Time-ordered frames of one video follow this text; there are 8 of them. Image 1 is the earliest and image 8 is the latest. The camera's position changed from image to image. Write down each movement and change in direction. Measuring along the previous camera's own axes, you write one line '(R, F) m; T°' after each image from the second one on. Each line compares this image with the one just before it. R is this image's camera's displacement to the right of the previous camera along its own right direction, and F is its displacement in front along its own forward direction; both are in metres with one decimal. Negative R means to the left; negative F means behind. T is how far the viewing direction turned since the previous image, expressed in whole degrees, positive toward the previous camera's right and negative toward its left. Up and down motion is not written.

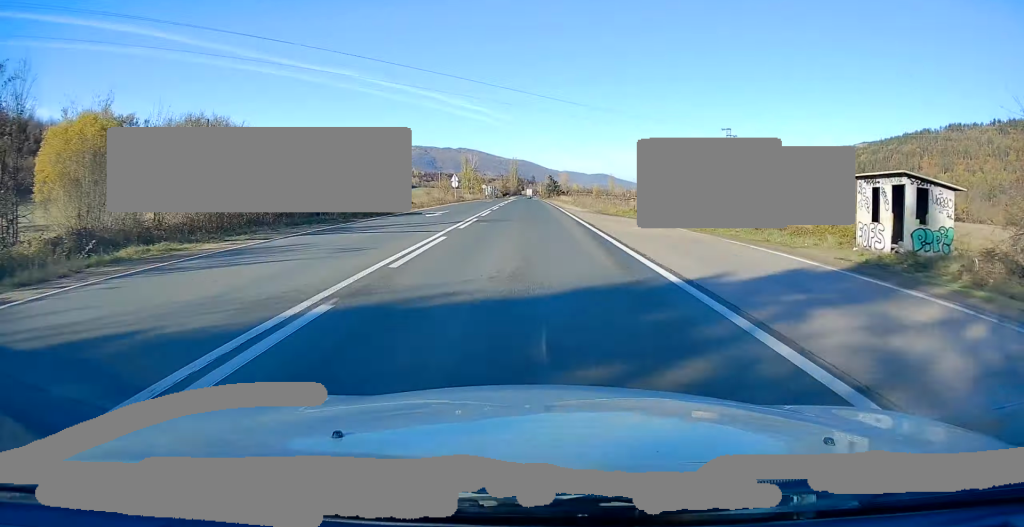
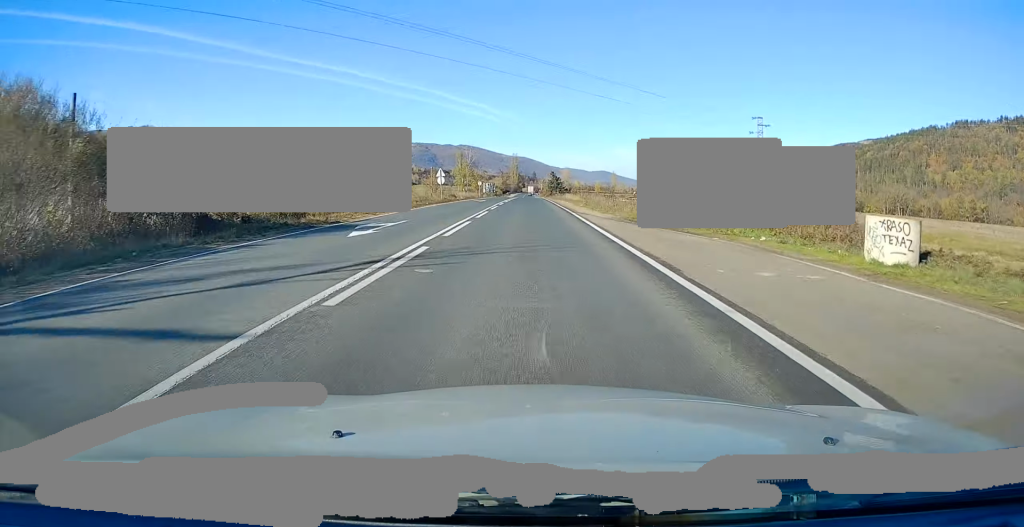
(-0.2, +12.4) m; 0°
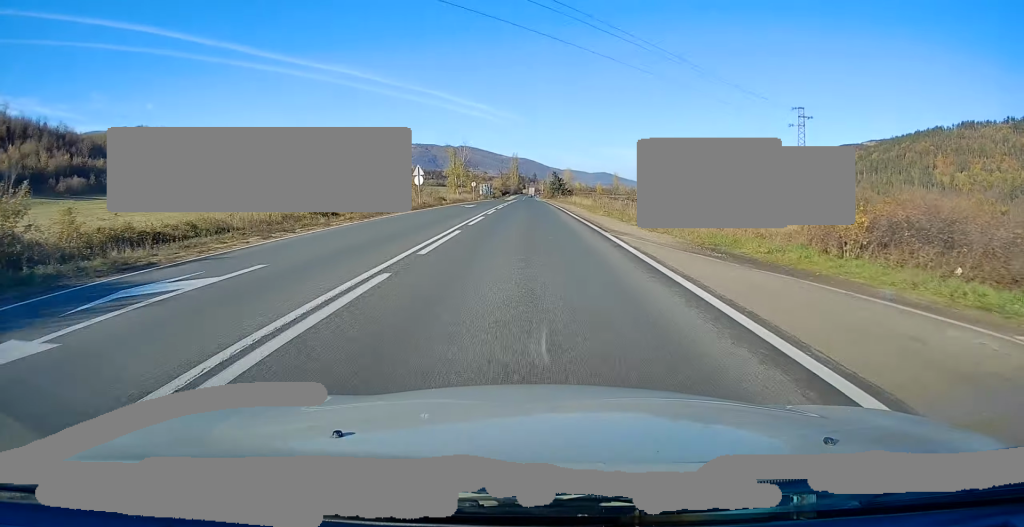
(-0.2, +12.4) m; 0°
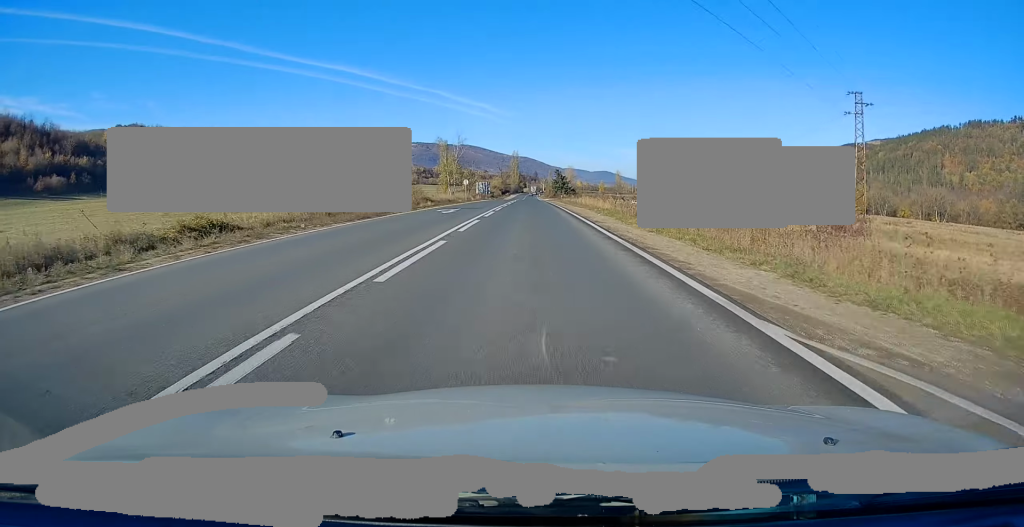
(+0.3, +12.5) m; 0°
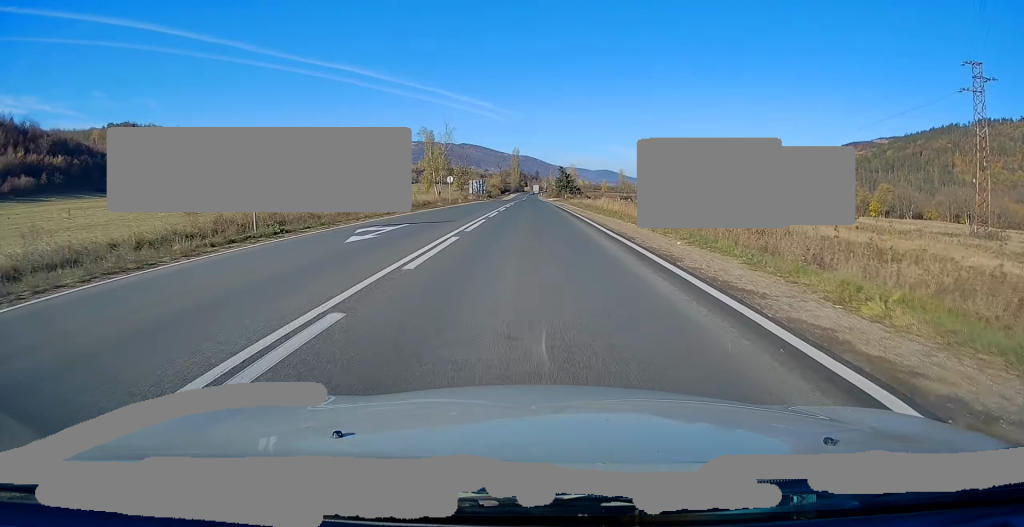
(0.0, +16.9) m; 0°
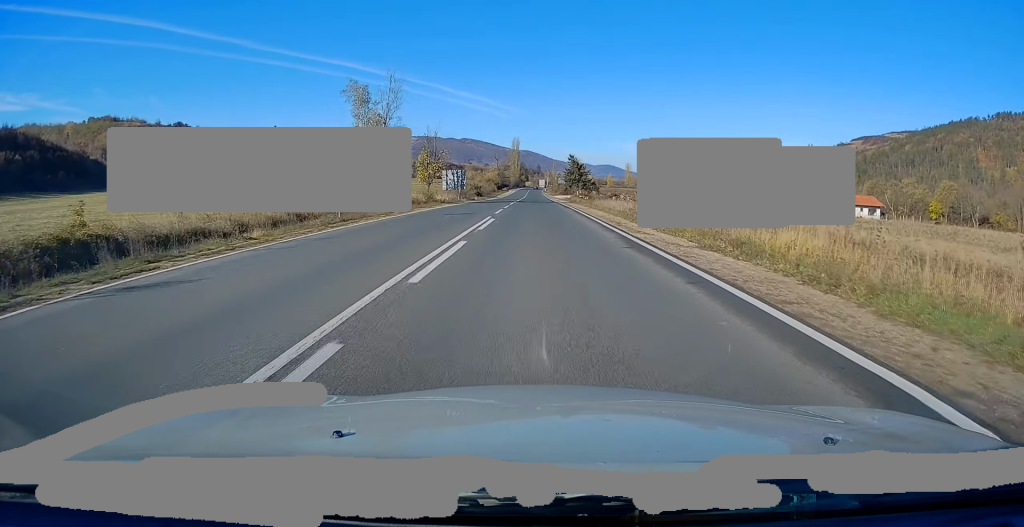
(-0.5, +36.4) m; 0°
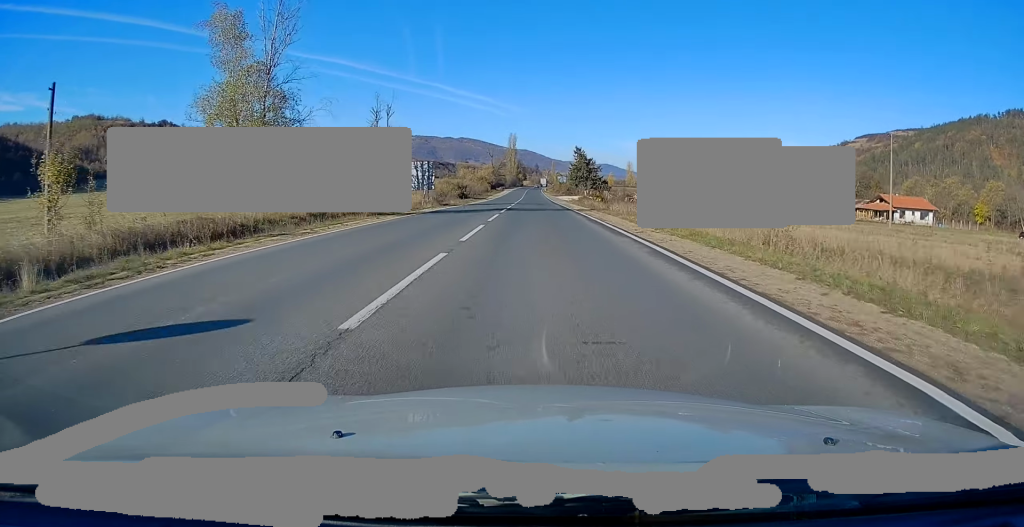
(+0.4, +23.3) m; 0°
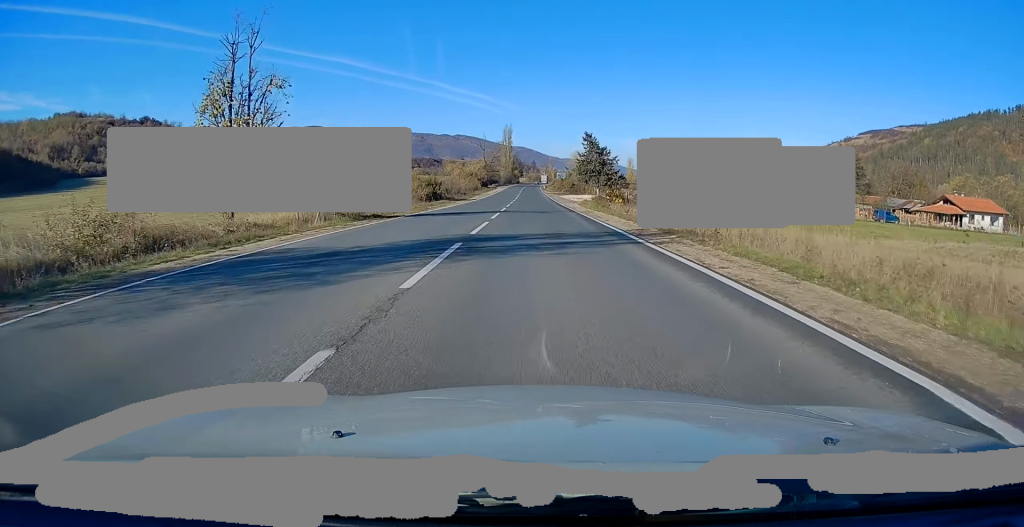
(-0.3, +24.2) m; 0°
